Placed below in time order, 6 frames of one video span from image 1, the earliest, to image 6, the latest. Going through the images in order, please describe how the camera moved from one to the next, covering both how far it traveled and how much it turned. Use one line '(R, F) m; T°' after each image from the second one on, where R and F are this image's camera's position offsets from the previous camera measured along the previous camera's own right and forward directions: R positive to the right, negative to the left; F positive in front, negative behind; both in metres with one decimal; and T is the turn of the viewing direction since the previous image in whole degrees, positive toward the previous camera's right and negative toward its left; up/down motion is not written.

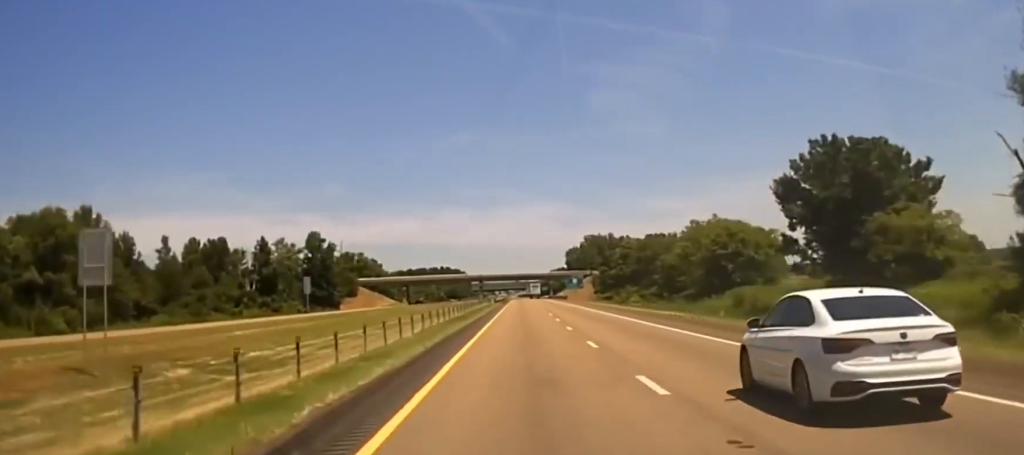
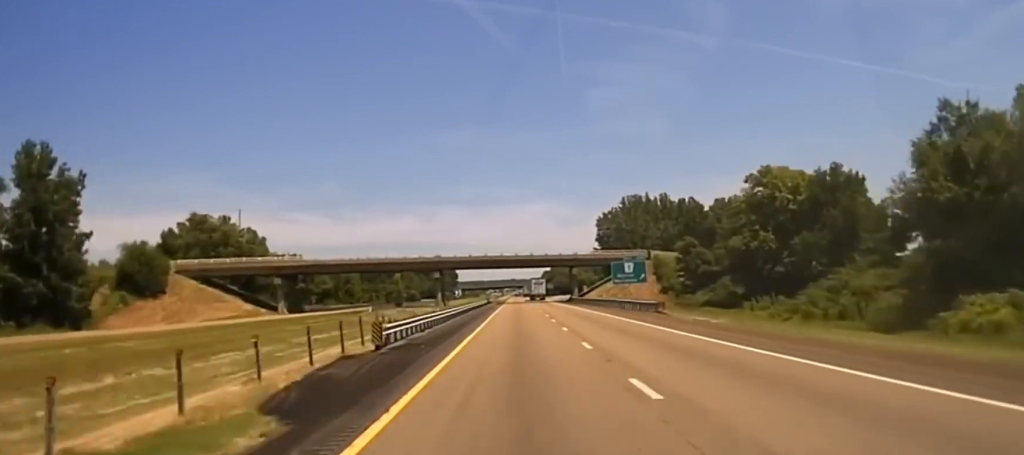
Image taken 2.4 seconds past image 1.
(+0.3, +134.3) m; 0°
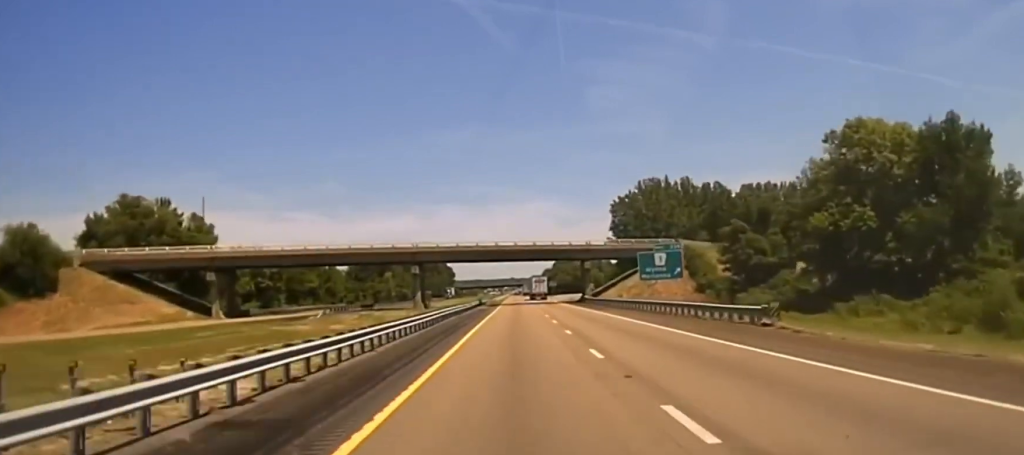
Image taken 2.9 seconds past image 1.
(0.0, +28.0) m; 0°
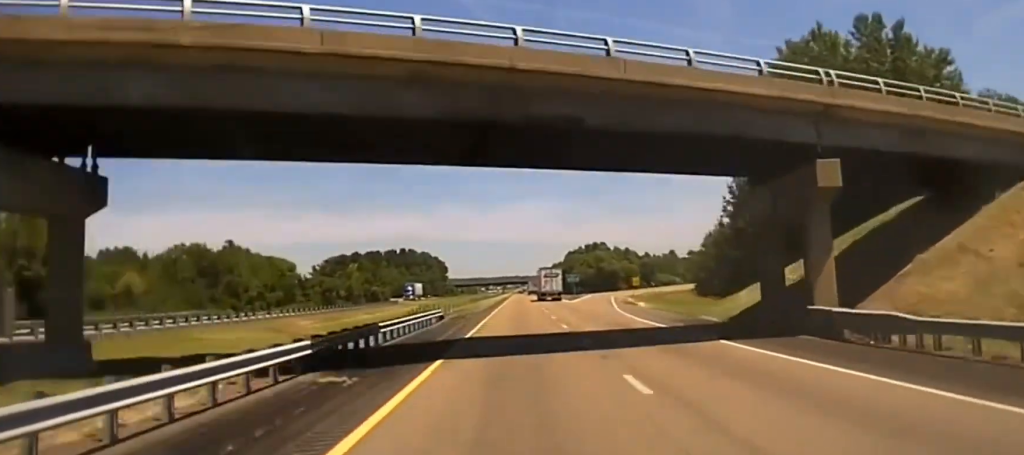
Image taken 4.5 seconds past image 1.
(0.0, +91.9) m; 0°
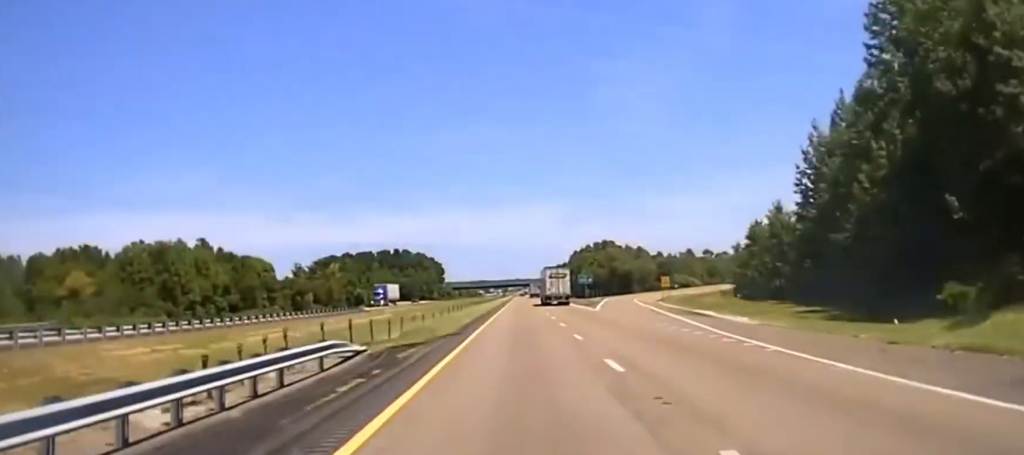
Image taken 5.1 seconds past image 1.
(-0.1, +32.0) m; 0°
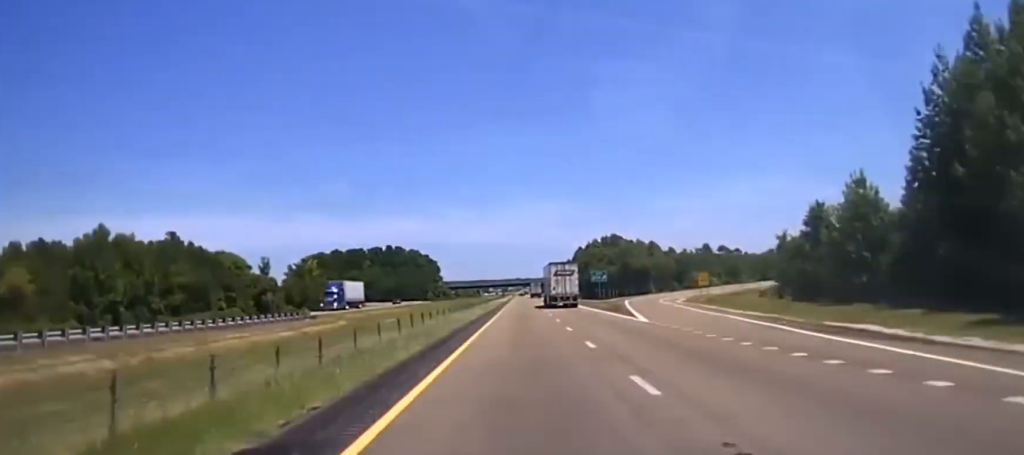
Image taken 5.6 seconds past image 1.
(-0.1, +26.5) m; 0°
